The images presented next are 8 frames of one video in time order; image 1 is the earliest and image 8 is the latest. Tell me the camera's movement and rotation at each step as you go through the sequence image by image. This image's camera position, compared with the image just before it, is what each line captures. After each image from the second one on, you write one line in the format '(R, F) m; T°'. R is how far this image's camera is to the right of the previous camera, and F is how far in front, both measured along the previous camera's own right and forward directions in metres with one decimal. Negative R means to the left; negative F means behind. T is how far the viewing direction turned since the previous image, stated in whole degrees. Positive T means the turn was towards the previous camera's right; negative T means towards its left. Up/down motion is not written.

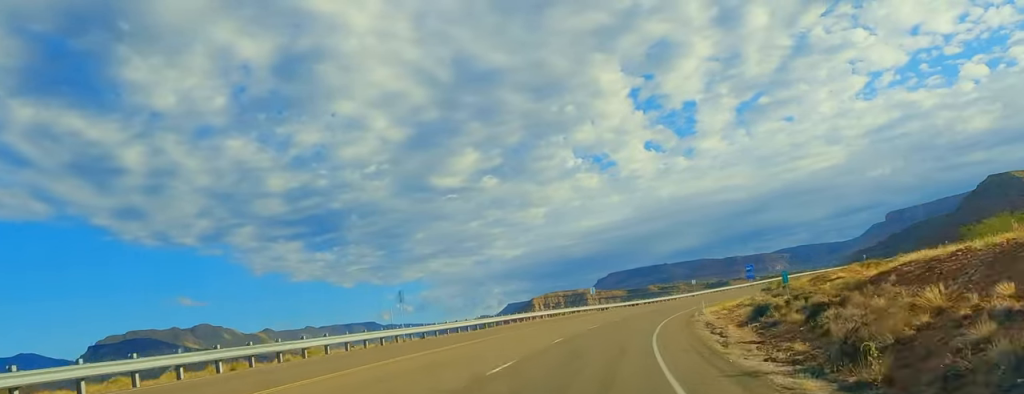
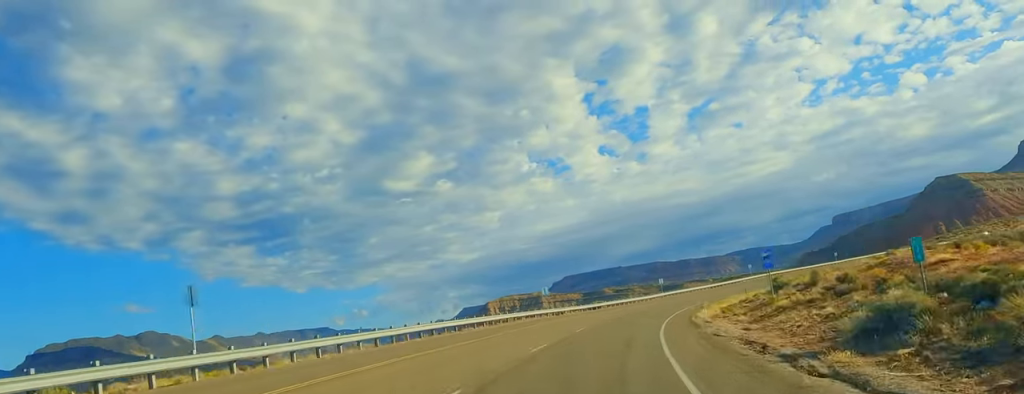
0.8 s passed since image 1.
(+1.7, +18.7) m; +3°
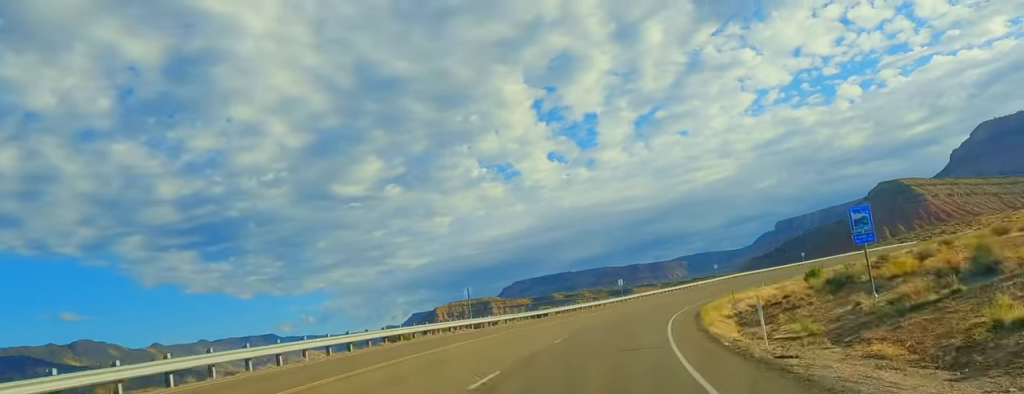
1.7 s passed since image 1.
(+0.7, +20.3) m; +3°
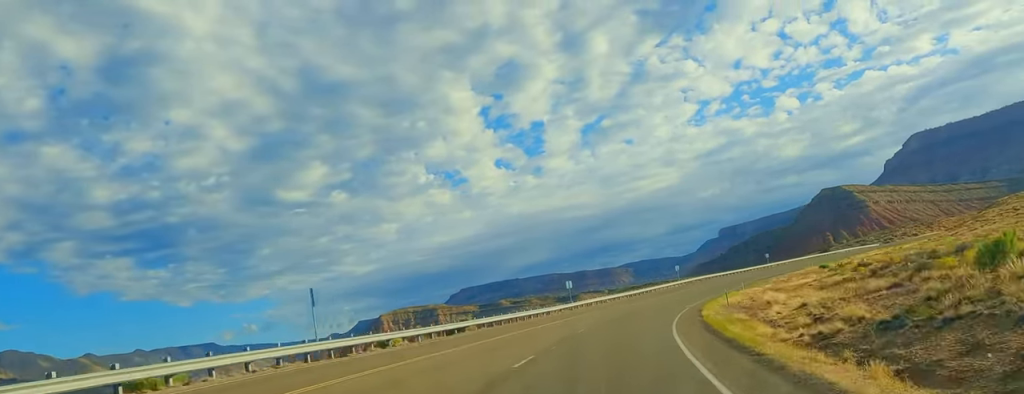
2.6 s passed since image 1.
(+0.7, +20.7) m; +4°
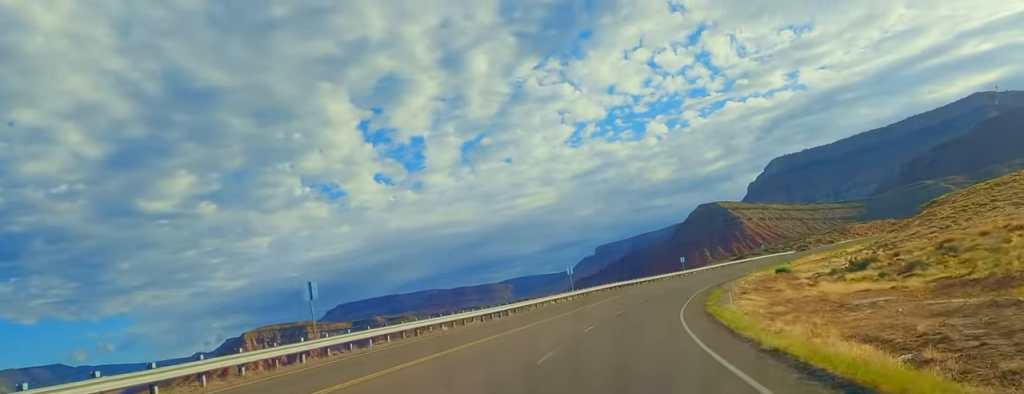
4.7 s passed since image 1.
(+3.4, +46.9) m; +10°
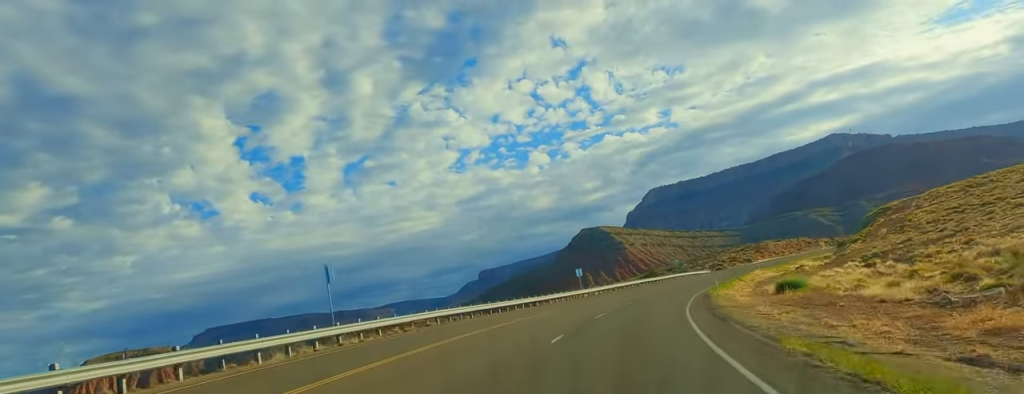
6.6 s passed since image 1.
(+4.4, +44.8) m; +10°
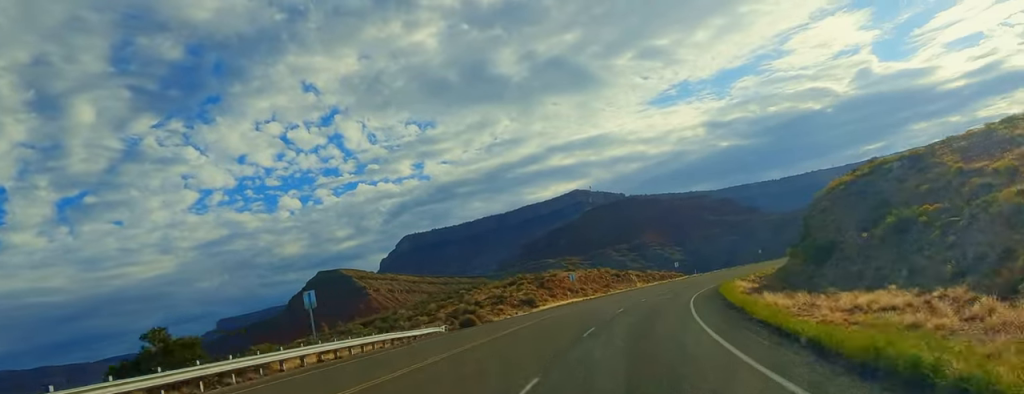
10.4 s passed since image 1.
(+14.7, +89.9) m; +20°
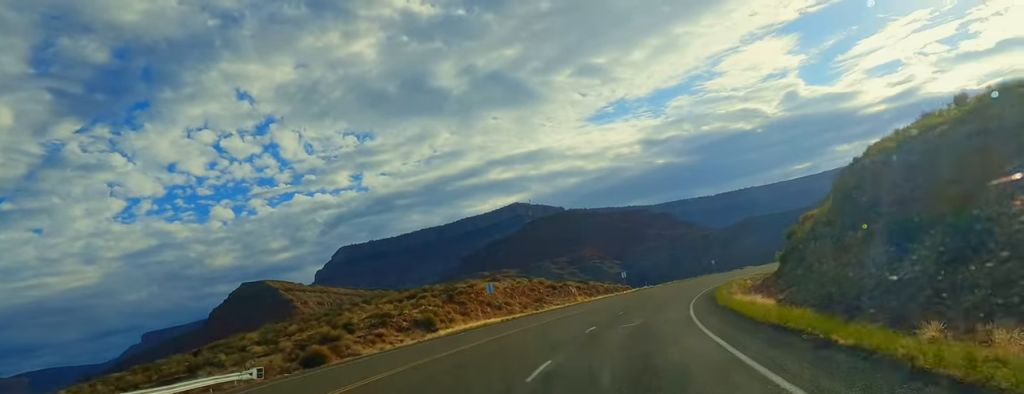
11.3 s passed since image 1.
(+1.4, +21.9) m; +4°
